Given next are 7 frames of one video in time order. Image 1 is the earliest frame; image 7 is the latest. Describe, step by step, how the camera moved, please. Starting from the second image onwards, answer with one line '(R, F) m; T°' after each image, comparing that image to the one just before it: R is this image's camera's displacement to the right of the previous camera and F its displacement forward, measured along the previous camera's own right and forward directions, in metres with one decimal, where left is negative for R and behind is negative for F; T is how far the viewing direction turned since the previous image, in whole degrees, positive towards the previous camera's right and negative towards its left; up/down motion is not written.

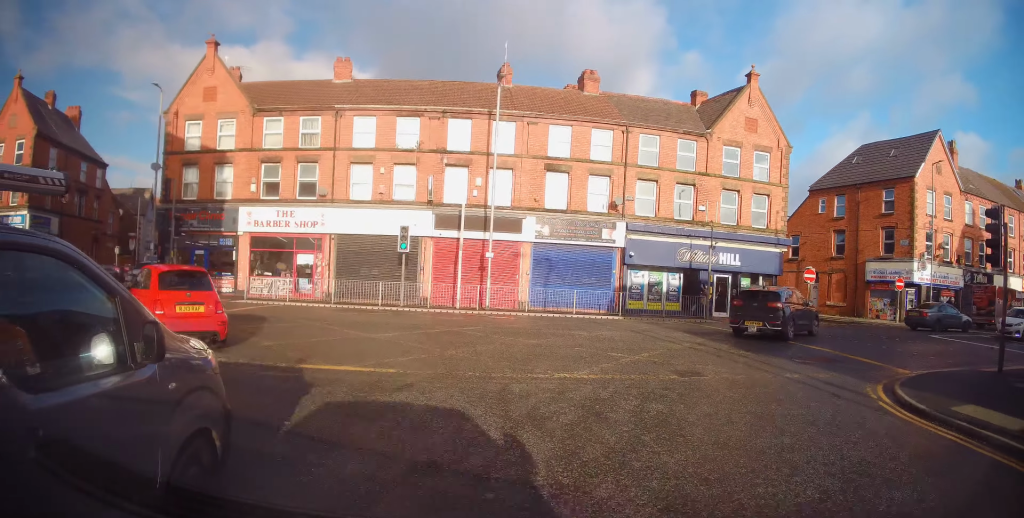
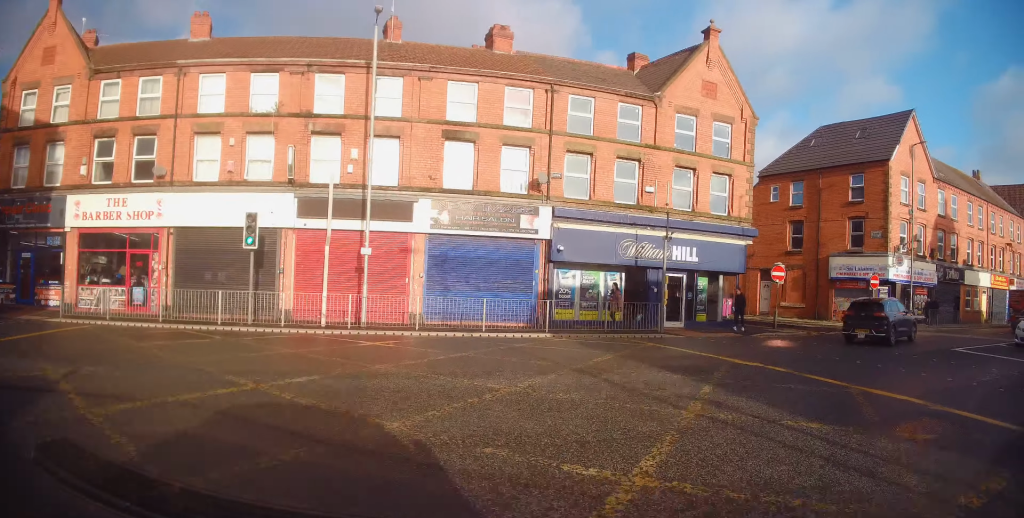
(+0.5, +6.0) m; +17°
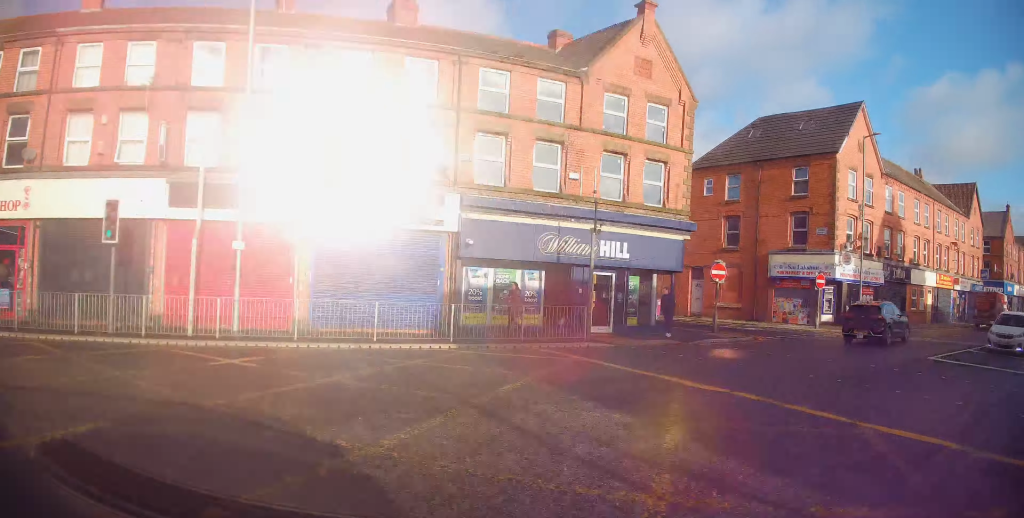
(0.0, +2.5) m; +10°
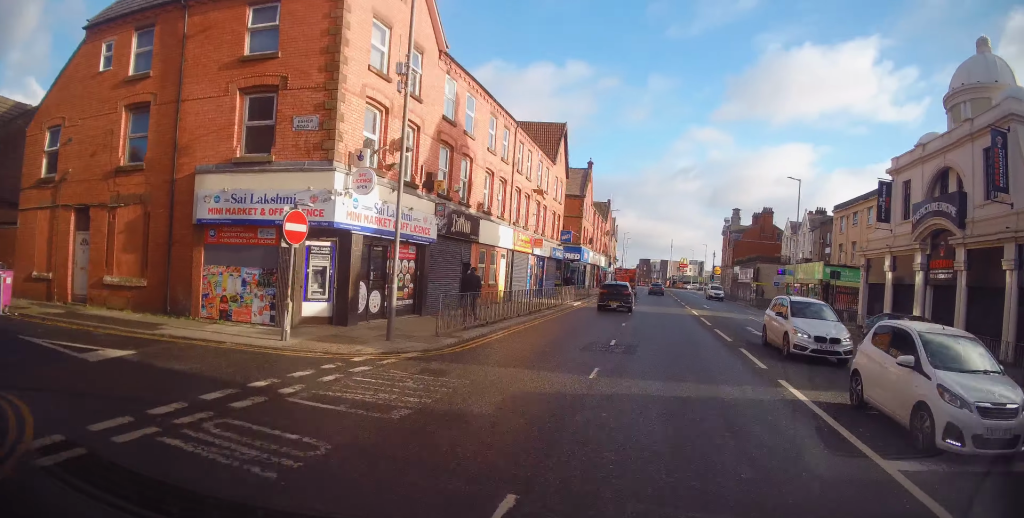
(+6.3, +13.6) m; +43°
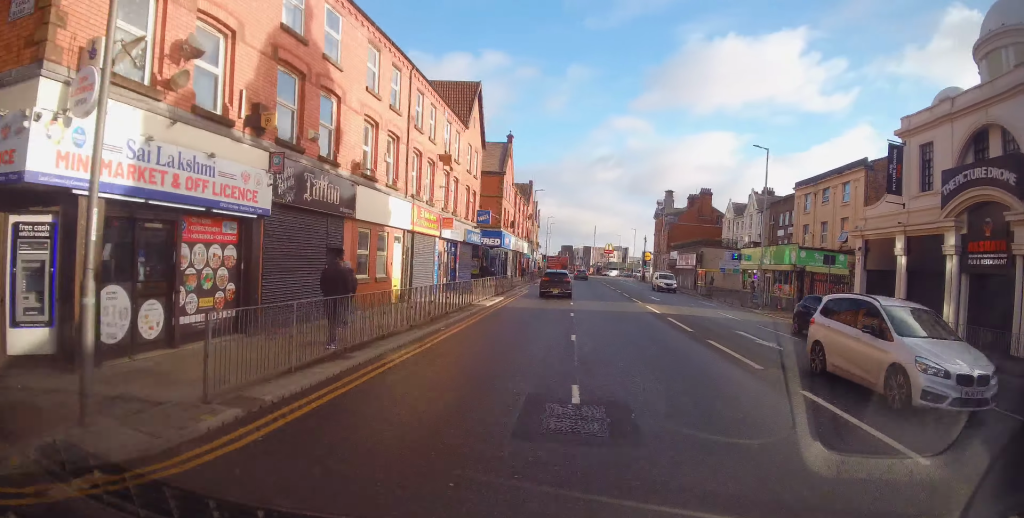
(+0.7, +6.7) m; +9°
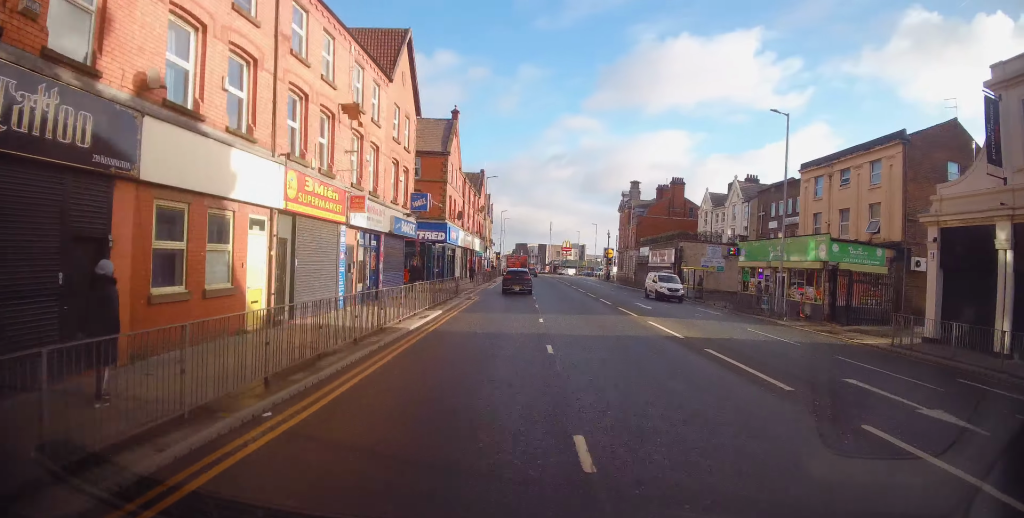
(+0.4, +8.1) m; 0°
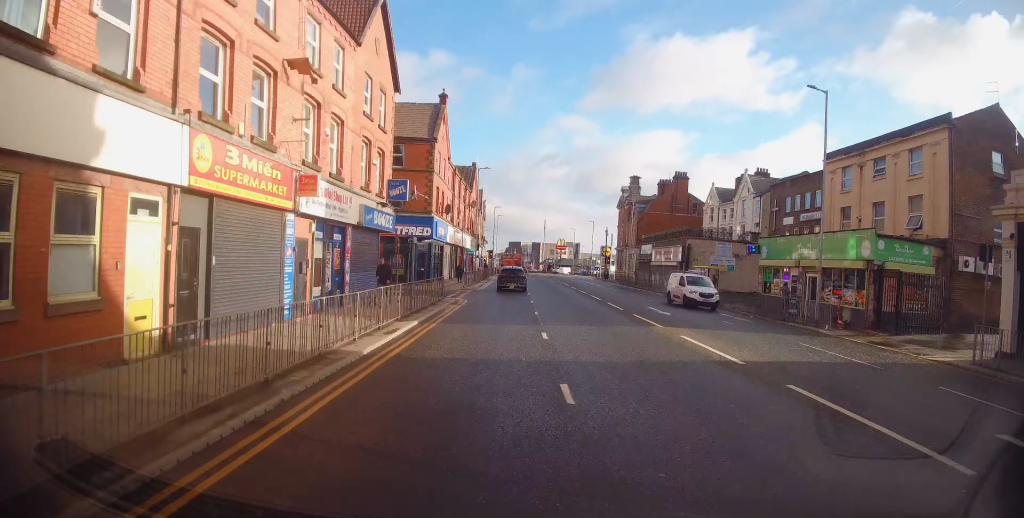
(-0.2, +3.9) m; 0°
